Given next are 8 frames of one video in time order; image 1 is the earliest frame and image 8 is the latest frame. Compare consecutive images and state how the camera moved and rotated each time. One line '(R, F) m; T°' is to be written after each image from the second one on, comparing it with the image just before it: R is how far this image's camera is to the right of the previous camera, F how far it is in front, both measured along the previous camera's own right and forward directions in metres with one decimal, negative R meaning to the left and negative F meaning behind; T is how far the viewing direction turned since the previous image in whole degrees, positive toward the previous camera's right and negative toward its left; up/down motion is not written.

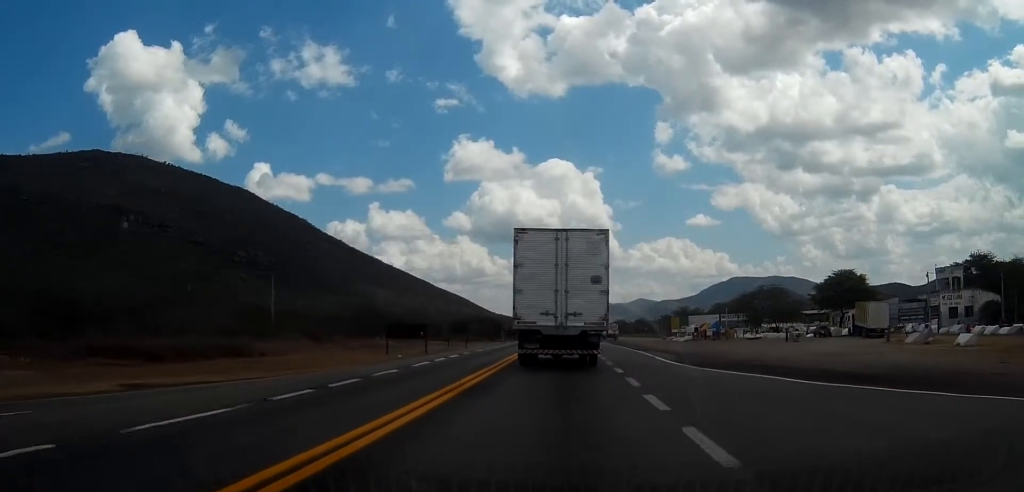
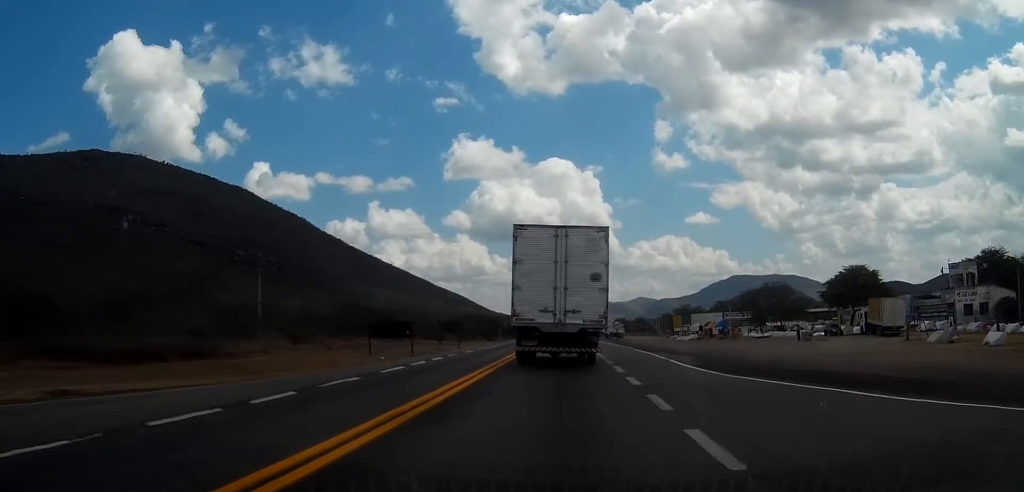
(0.0, +4.6) m; 0°
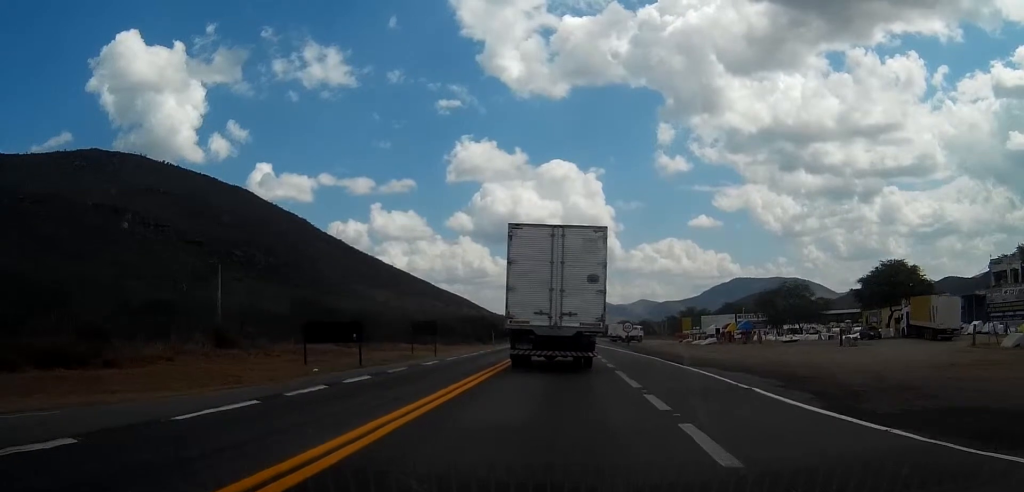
(-0.1, +12.5) m; 0°
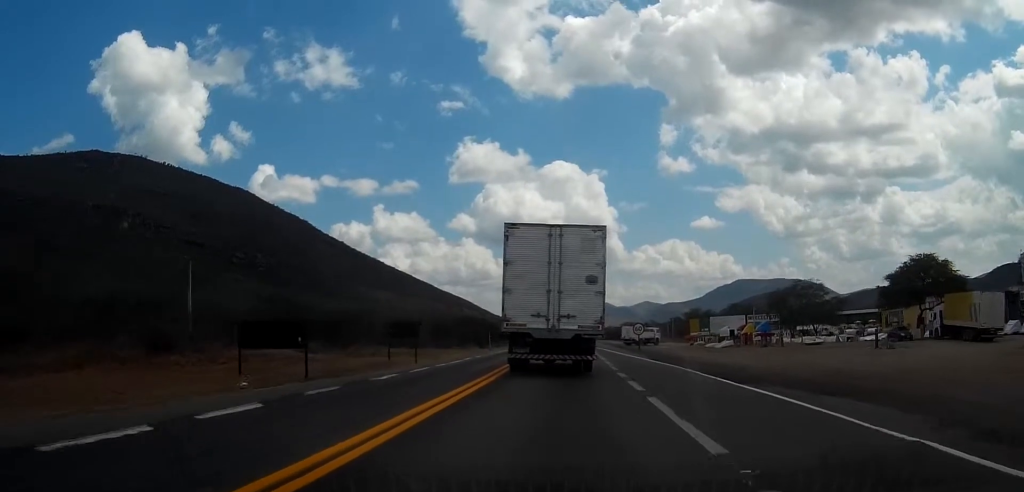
(+0.1, +7.9) m; 0°
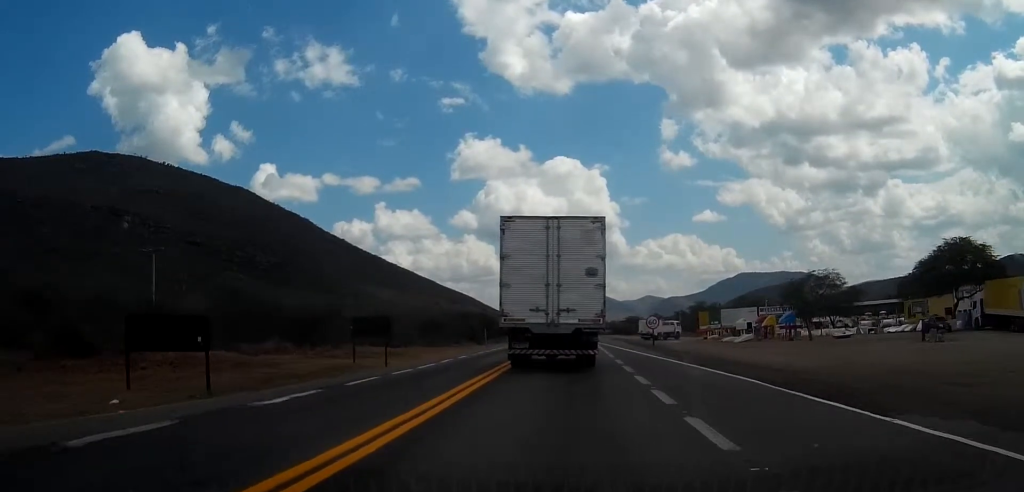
(-0.1, +8.4) m; 0°
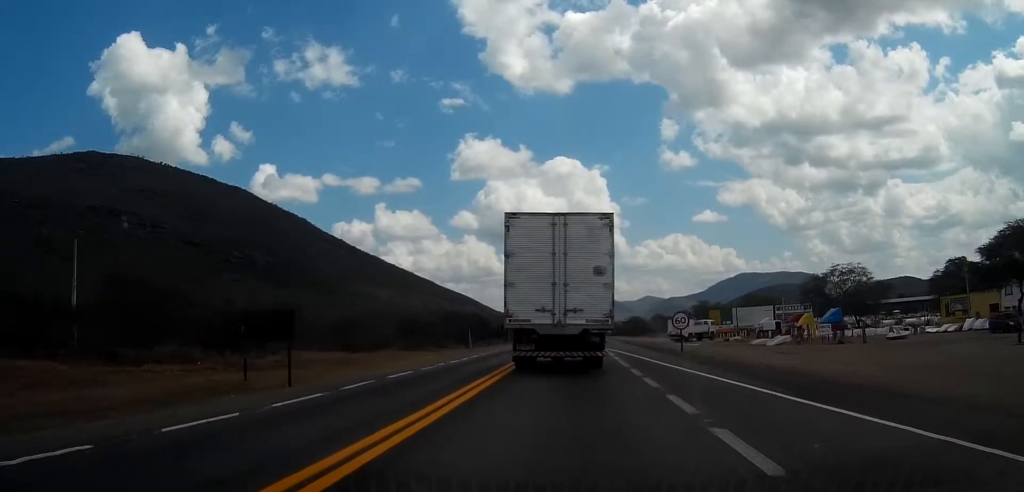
(0.0, +13.4) m; 0°
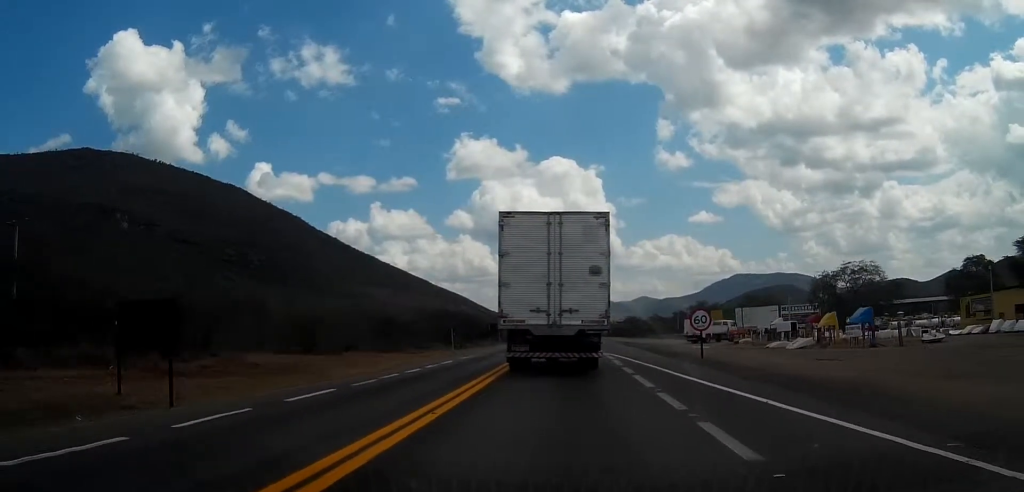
(+0.1, +7.7) m; 0°
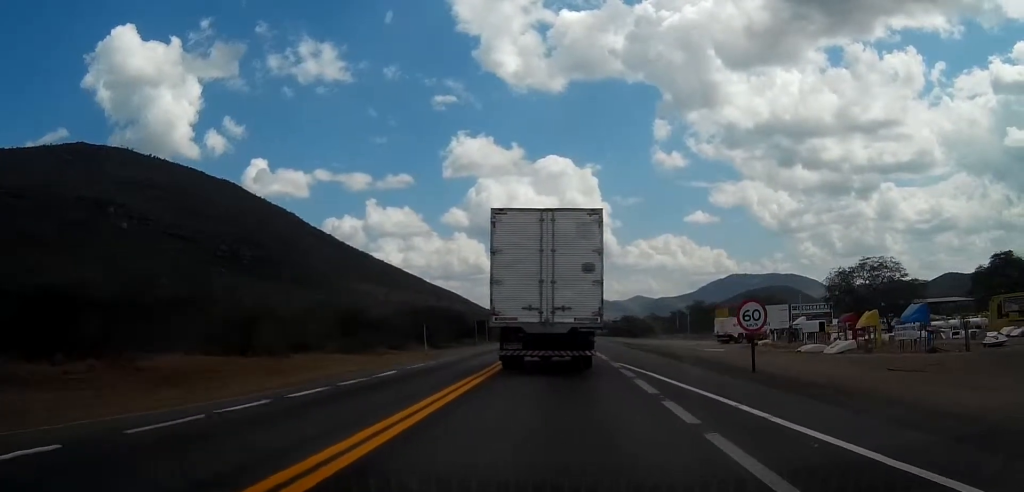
(-0.1, +10.0) m; 0°
